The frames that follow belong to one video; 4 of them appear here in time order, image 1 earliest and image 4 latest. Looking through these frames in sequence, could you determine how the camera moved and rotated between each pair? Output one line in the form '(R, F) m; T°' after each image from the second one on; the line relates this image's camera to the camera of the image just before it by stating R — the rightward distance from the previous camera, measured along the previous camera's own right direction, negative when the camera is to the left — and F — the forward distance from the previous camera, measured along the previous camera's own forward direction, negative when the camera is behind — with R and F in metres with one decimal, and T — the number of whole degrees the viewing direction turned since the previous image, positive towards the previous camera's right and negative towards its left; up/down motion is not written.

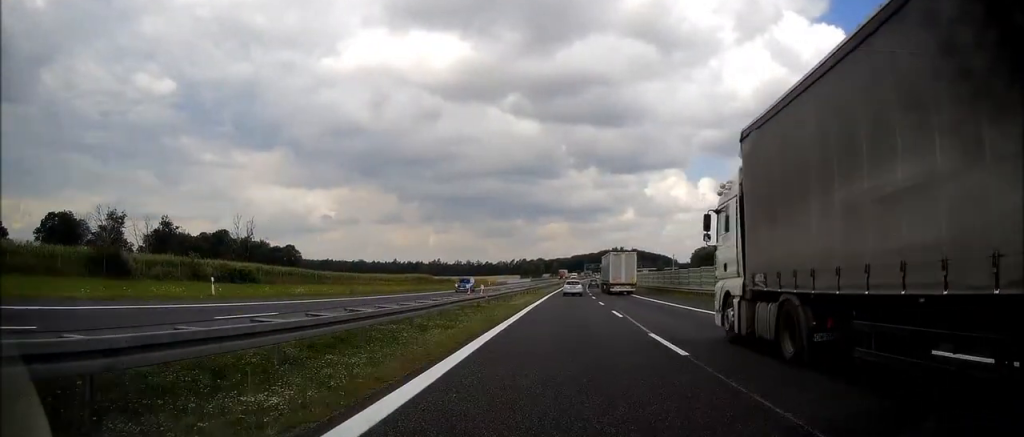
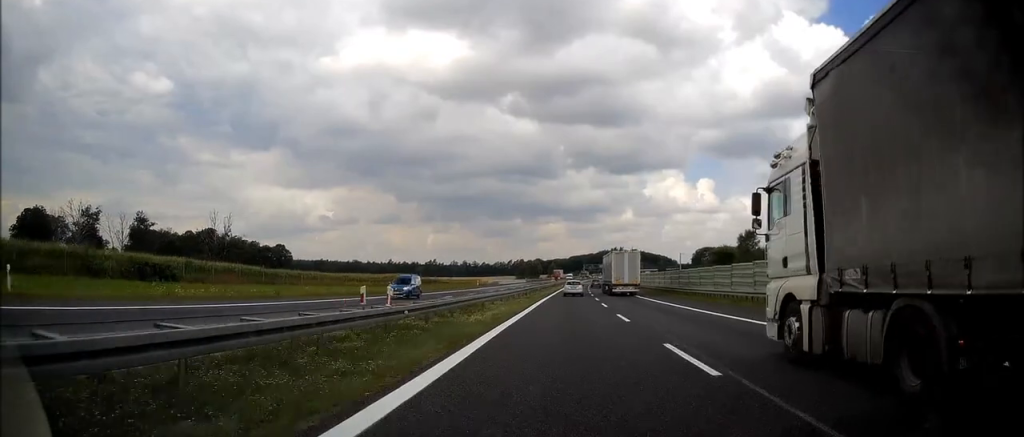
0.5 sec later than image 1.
(0.0, +14.4) m; 0°
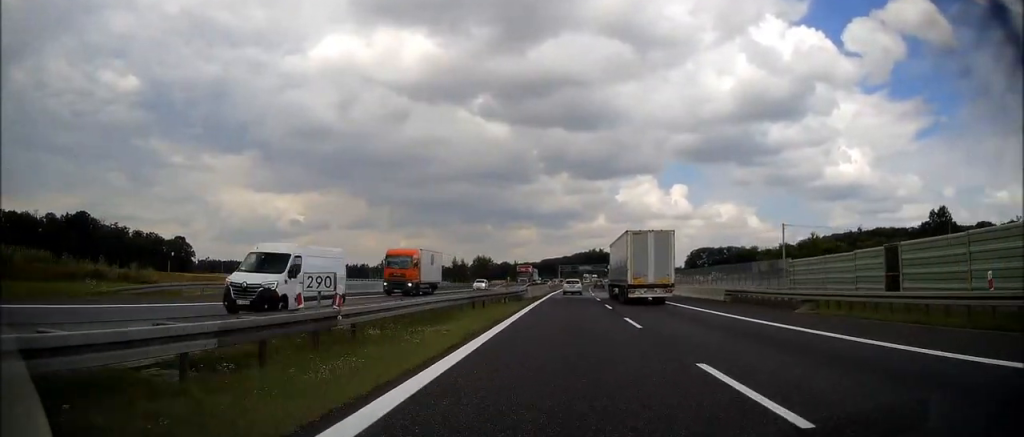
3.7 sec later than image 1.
(+2.0, +100.9) m; +3°
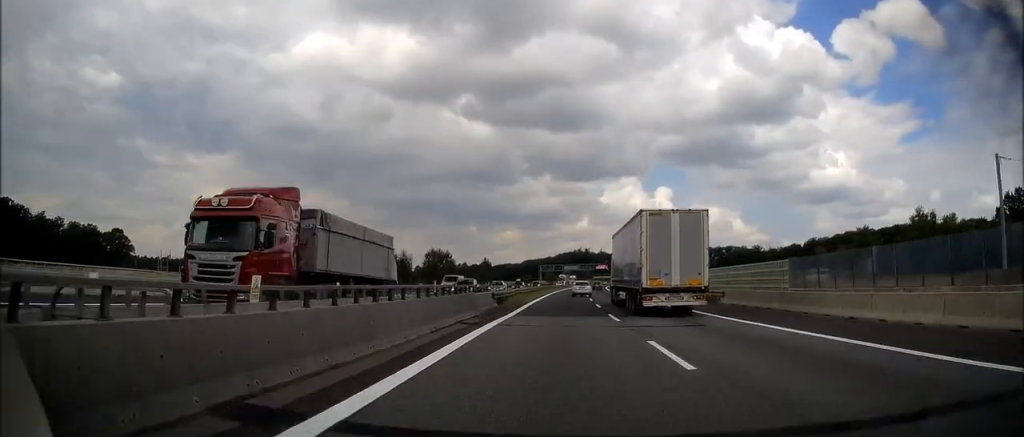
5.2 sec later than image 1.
(+0.8, +46.0) m; +2°
